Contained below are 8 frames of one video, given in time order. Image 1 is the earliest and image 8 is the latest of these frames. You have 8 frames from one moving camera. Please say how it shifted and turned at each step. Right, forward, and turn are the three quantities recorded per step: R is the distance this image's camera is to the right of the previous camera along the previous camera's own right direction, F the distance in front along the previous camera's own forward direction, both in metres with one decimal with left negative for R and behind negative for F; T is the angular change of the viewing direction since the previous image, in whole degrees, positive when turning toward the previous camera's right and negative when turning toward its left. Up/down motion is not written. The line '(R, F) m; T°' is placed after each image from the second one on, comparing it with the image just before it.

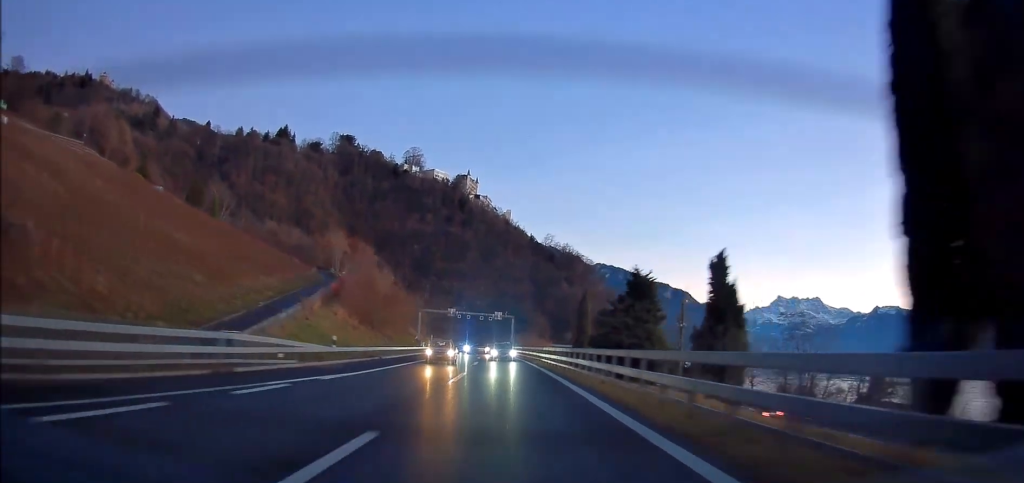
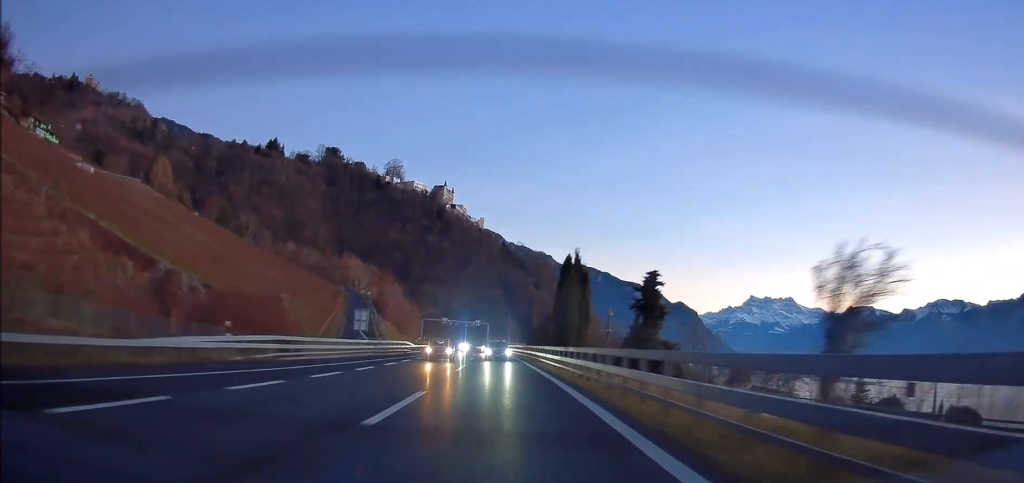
(+0.6, +42.8) m; +2°
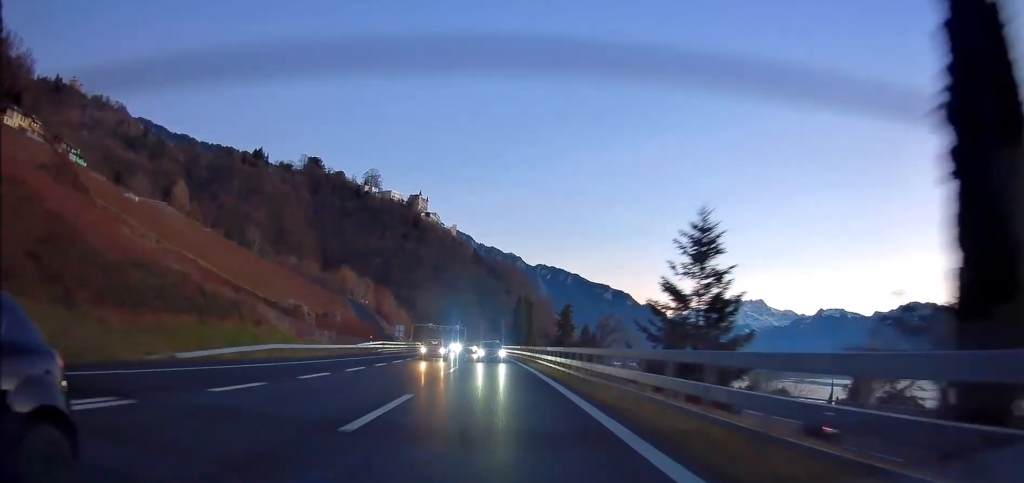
(+0.7, +35.4) m; +2°
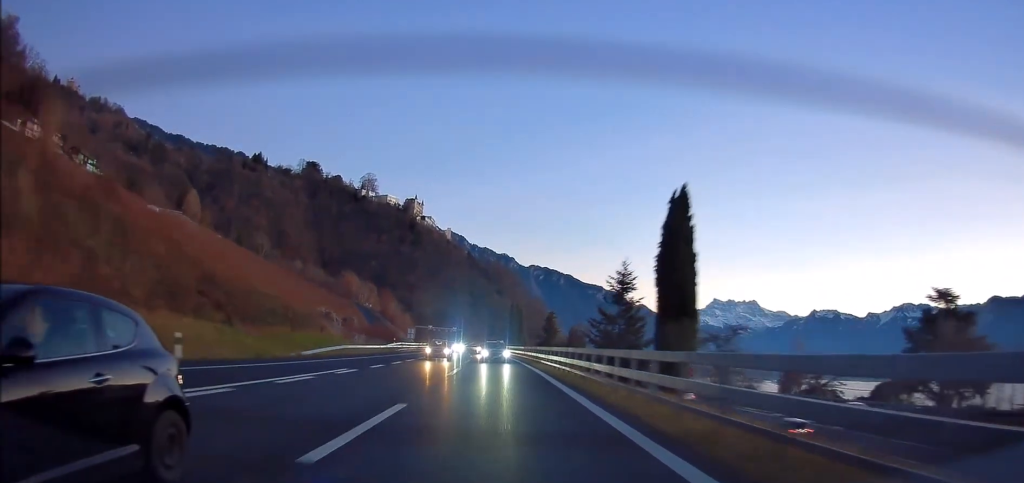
(+0.2, +15.9) m; +1°
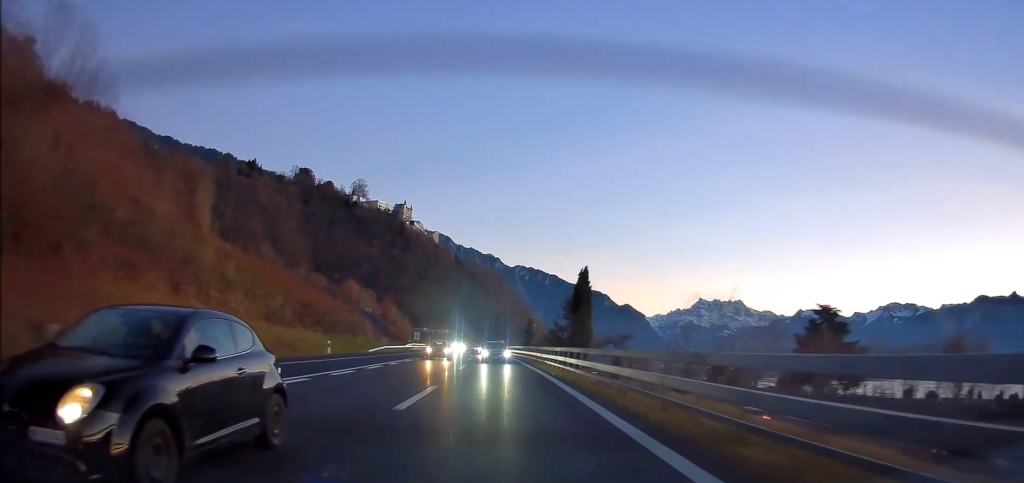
(+0.4, +23.4) m; +1°
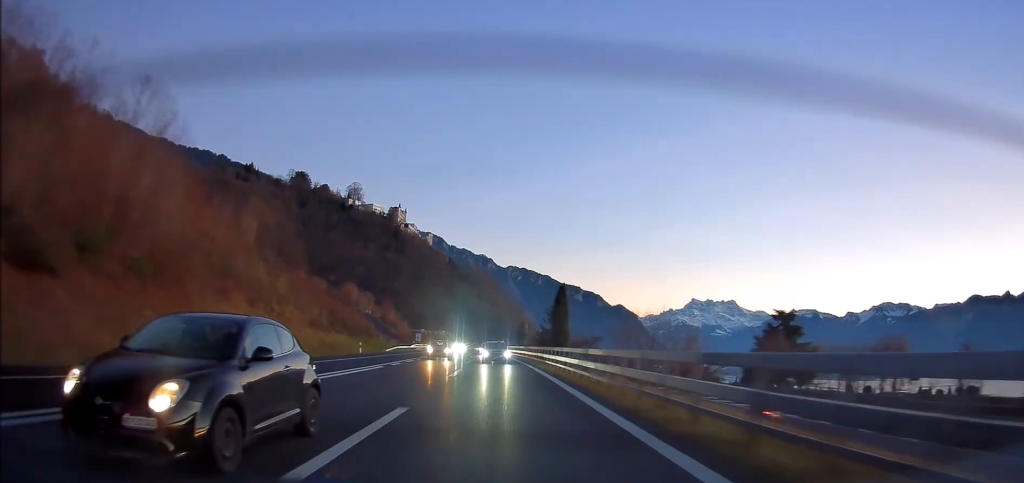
(+0.1, +12.2) m; +1°
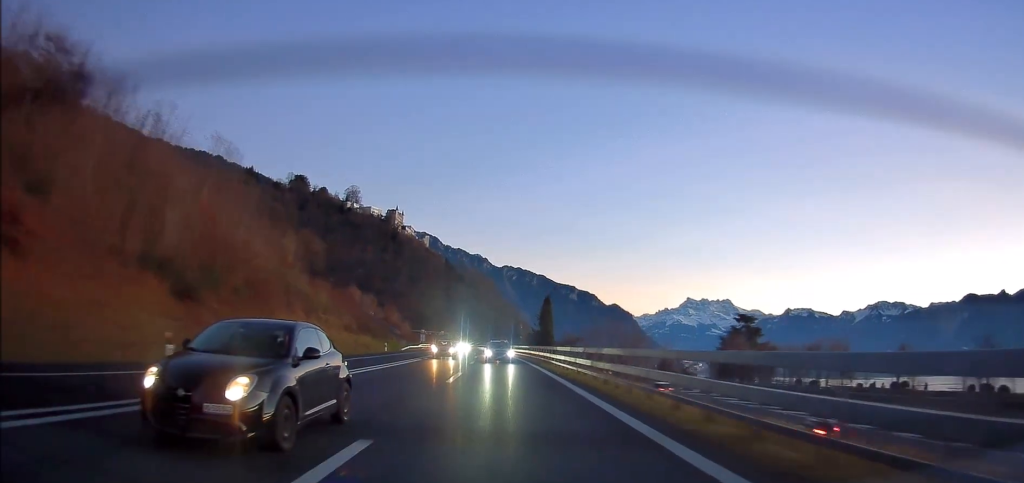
(+0.1, +14.0) m; 0°
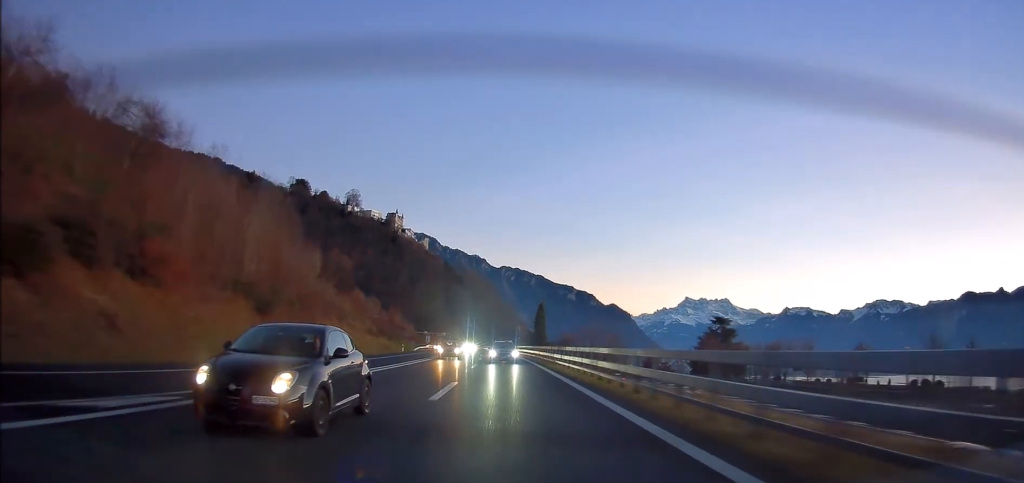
(0.0, +12.2) m; 0°
